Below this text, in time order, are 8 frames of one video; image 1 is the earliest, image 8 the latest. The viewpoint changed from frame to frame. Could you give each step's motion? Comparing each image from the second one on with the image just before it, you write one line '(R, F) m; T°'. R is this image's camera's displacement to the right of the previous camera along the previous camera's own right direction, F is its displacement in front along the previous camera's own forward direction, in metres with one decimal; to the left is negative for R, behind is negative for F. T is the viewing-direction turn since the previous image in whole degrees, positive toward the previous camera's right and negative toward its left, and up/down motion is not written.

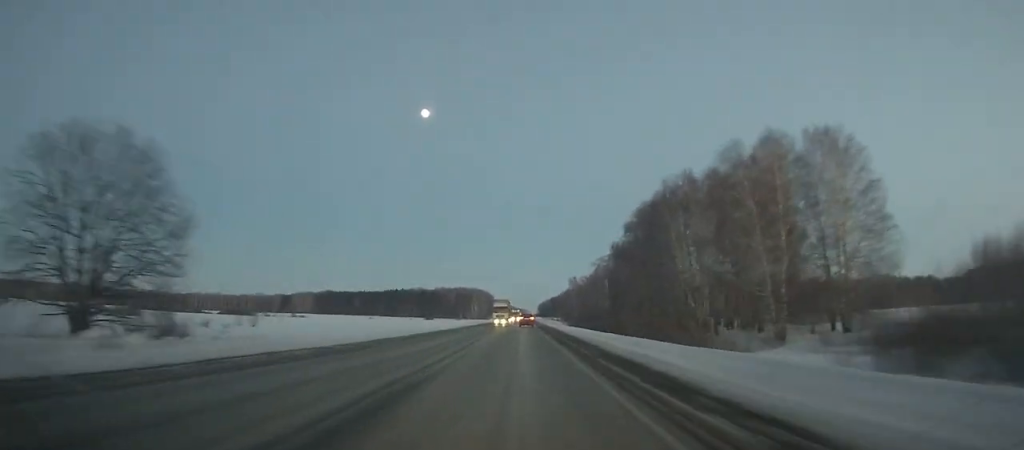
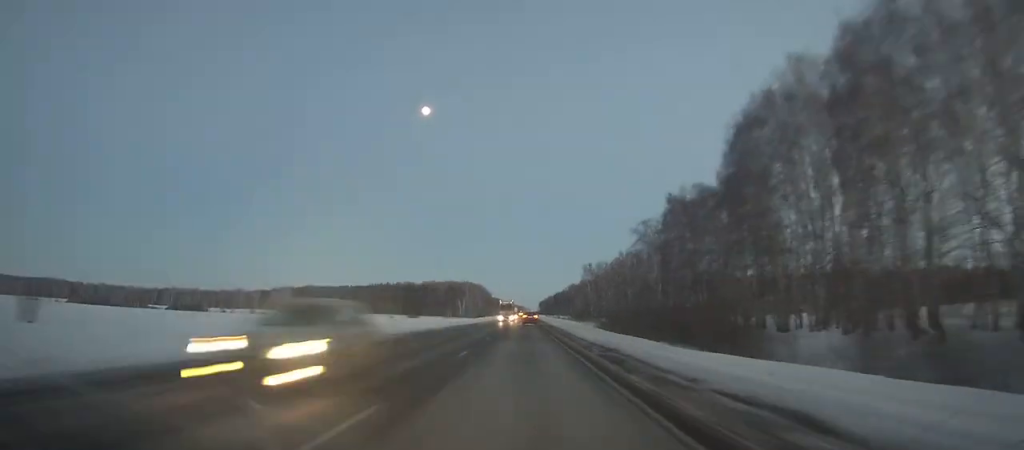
(+0.1, +67.9) m; 0°
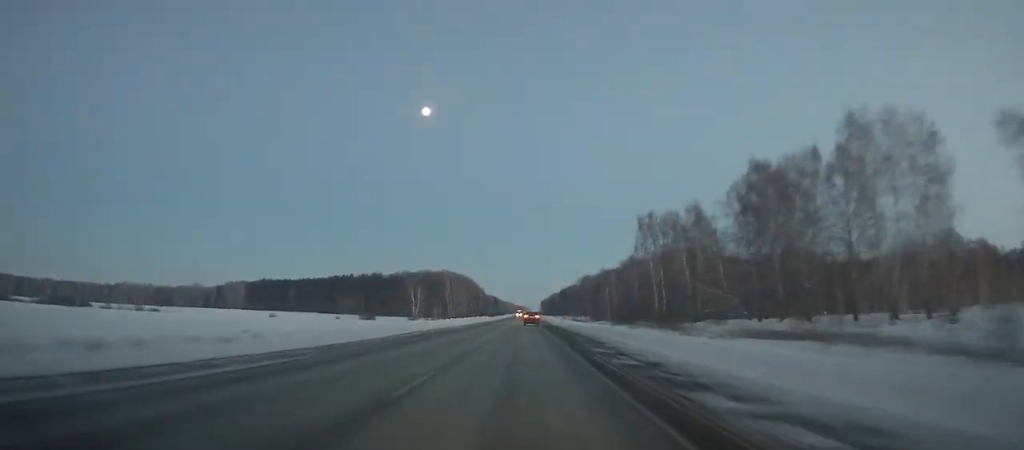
(+0.8, +115.2) m; +1°
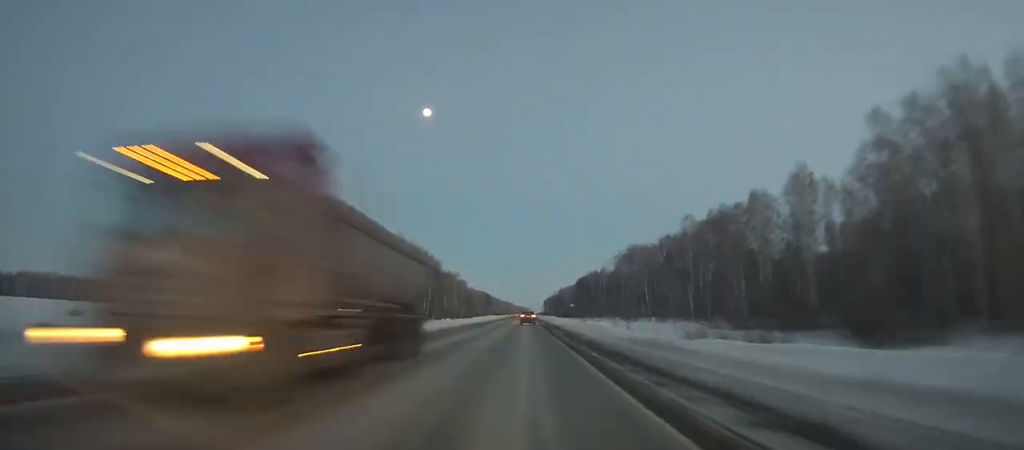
(-0.3, +177.5) m; -1°
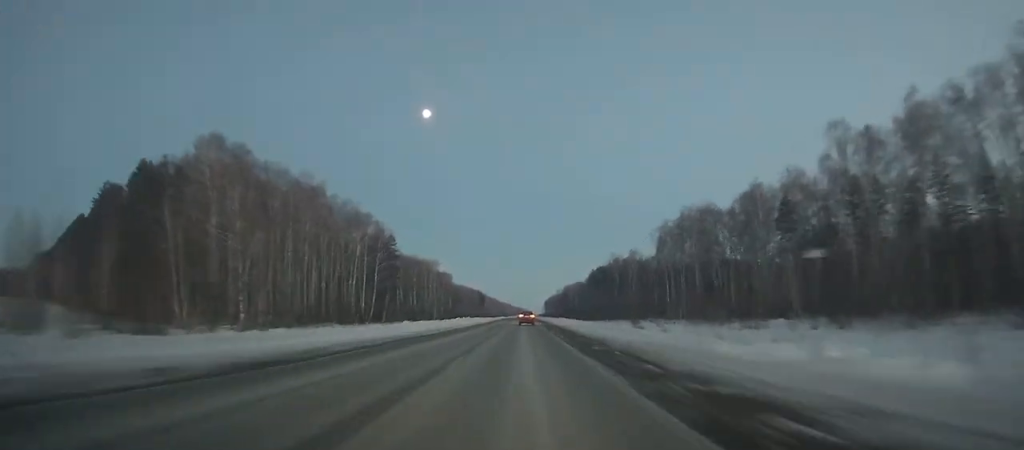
(-0.3, +79.8) m; 0°
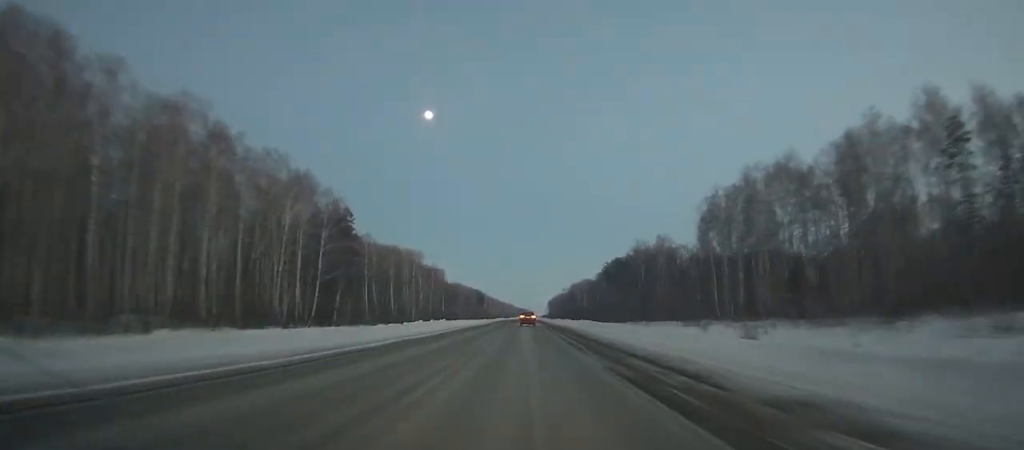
(+0.1, +41.1) m; 0°
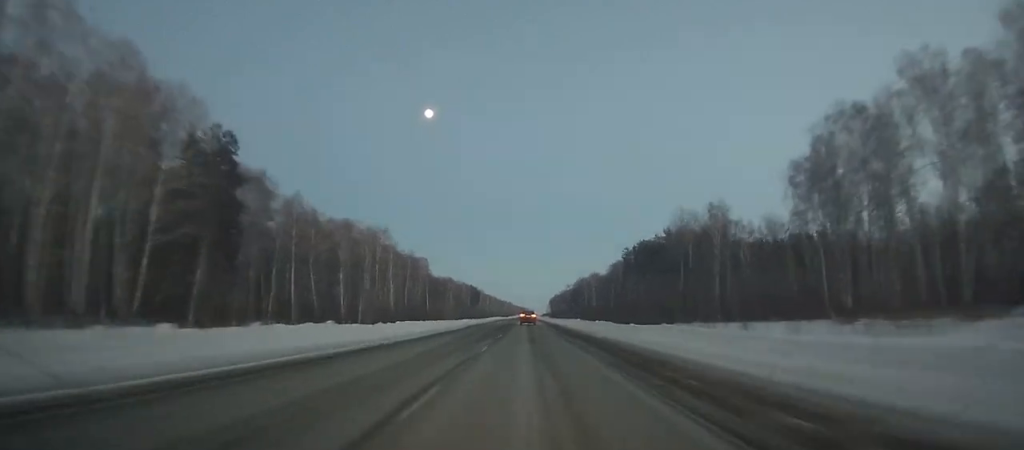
(-0.1, +49.3) m; 0°
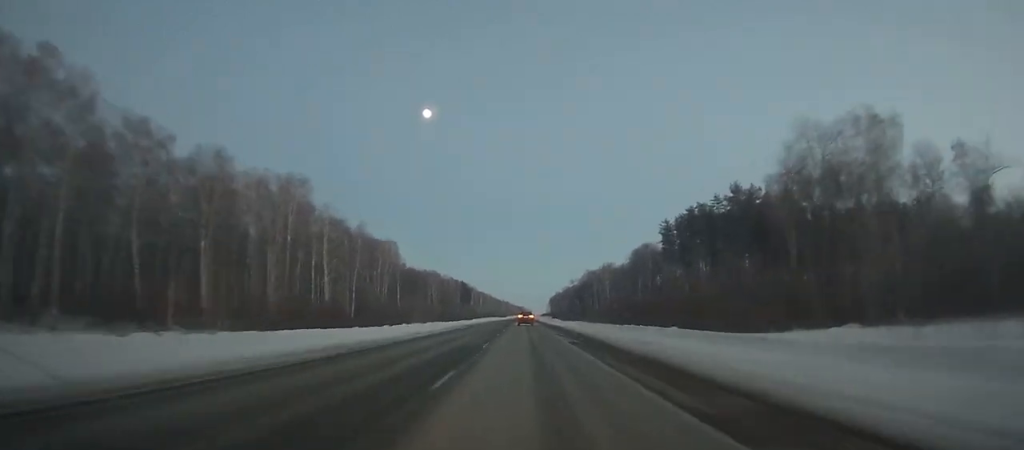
(-0.1, +57.4) m; 0°
